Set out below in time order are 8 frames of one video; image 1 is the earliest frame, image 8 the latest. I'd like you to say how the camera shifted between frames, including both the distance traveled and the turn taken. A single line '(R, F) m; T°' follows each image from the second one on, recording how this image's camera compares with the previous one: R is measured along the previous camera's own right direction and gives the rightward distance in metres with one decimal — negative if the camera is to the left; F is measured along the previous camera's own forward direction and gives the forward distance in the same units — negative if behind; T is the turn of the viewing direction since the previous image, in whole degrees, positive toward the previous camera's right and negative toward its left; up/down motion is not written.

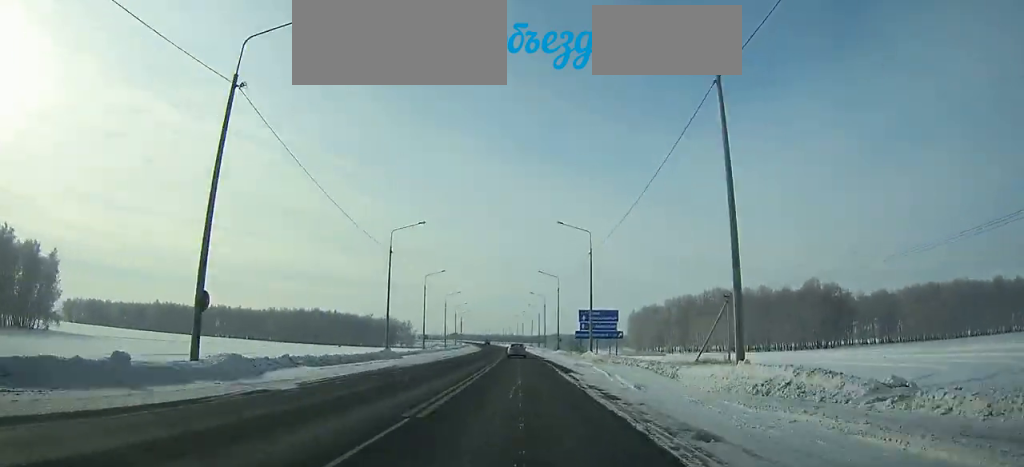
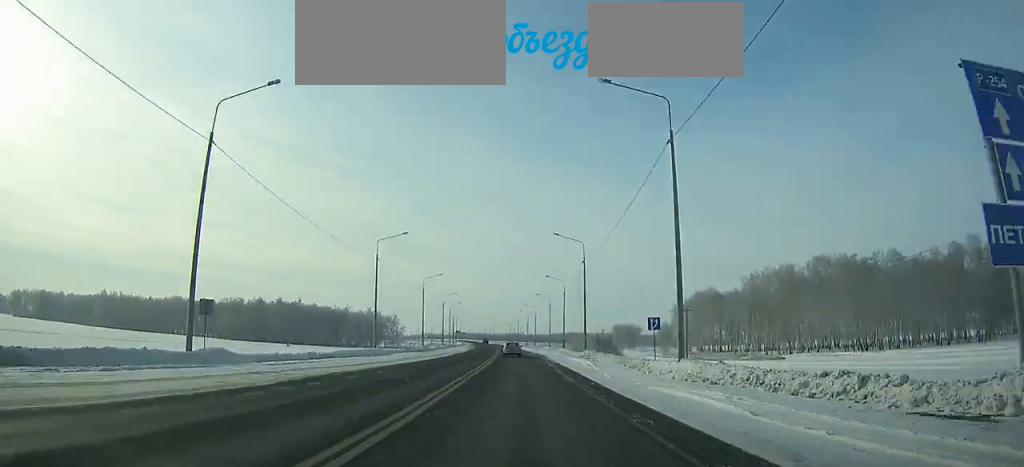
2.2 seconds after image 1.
(-0.4, +64.1) m; -1°
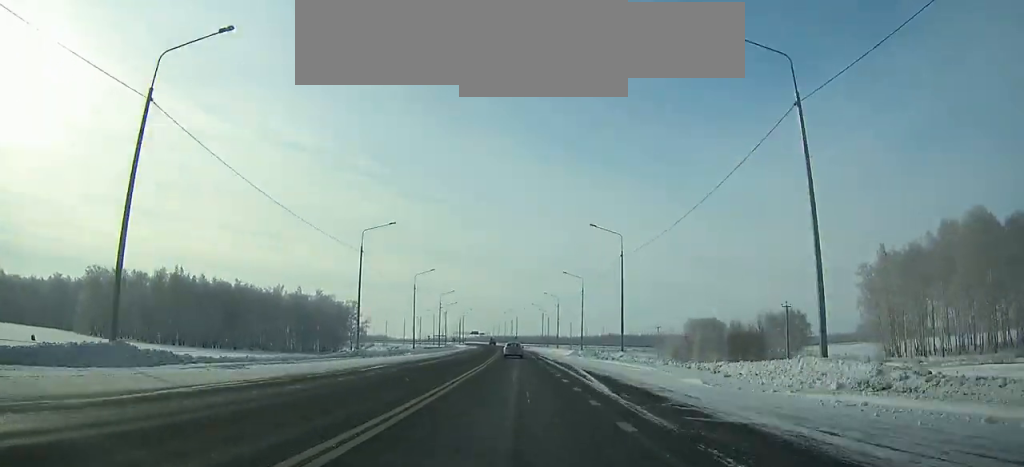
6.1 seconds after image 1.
(-3.0, +110.9) m; -3°
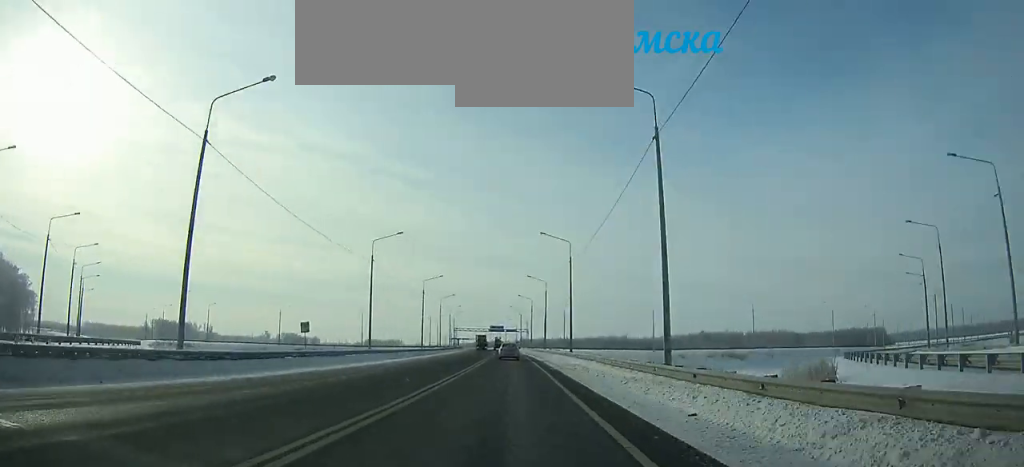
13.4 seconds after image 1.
(-8.4, +200.2) m; -5°
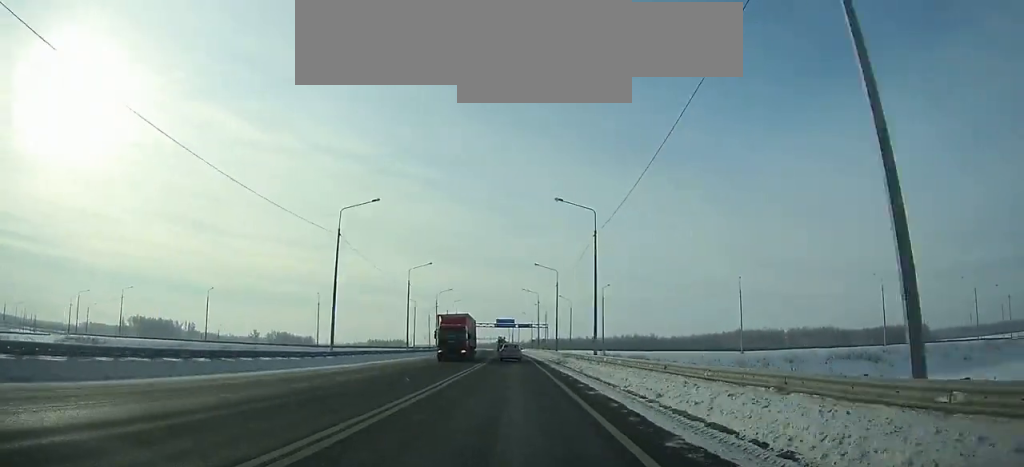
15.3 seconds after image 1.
(-1.0, +50.9) m; -1°
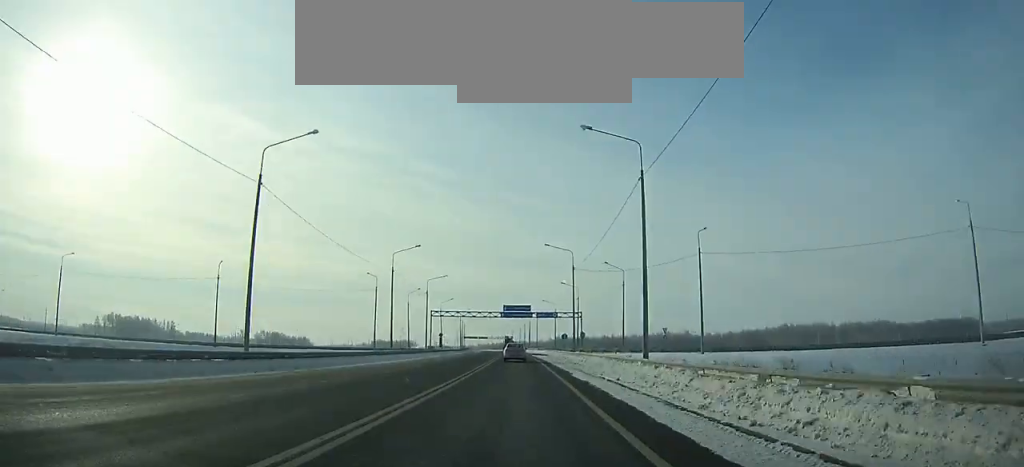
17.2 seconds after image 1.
(-0.5, +50.3) m; -1°
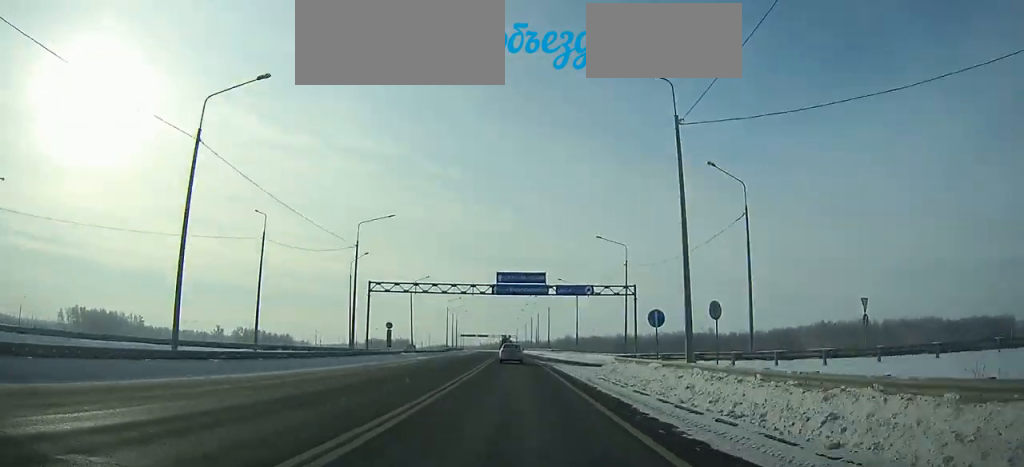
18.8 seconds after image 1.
(-0.3, +41.5) m; -1°
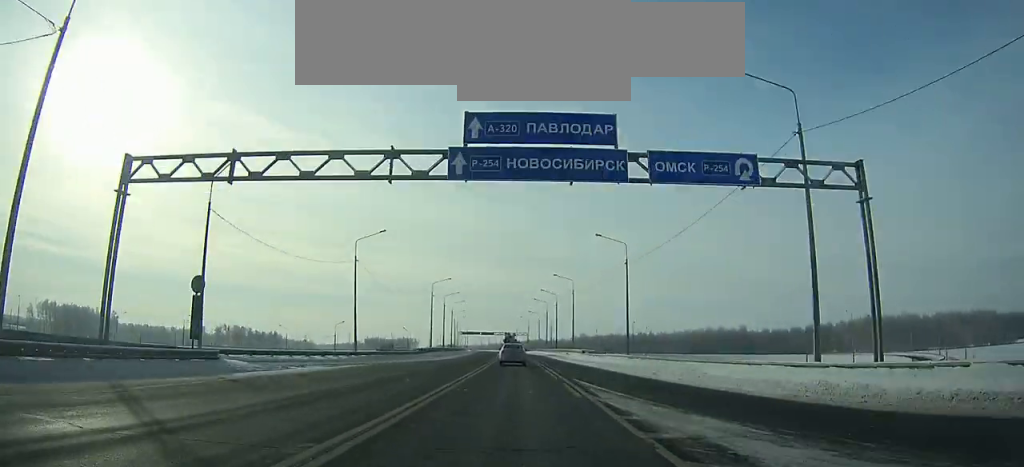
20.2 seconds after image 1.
(-0.2, +35.3) m; -1°
